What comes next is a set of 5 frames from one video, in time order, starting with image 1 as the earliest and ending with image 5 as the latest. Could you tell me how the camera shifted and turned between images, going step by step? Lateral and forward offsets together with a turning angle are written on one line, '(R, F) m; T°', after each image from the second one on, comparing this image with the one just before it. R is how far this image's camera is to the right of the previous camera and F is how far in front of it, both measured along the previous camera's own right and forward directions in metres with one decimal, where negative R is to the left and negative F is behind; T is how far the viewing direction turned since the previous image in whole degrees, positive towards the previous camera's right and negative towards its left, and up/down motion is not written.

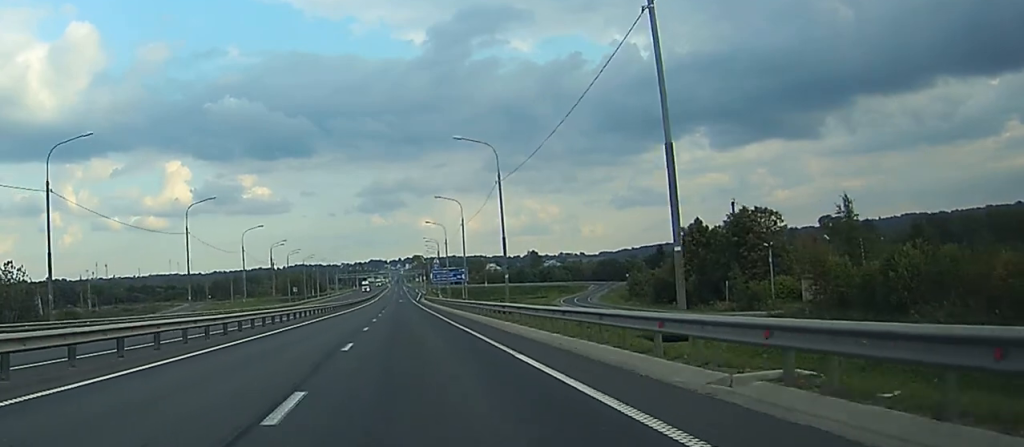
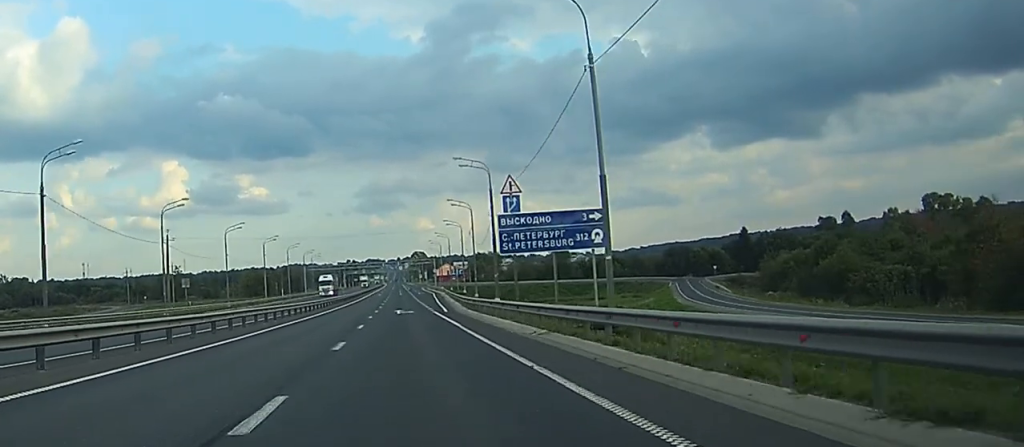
(-0.1, +95.7) m; 0°
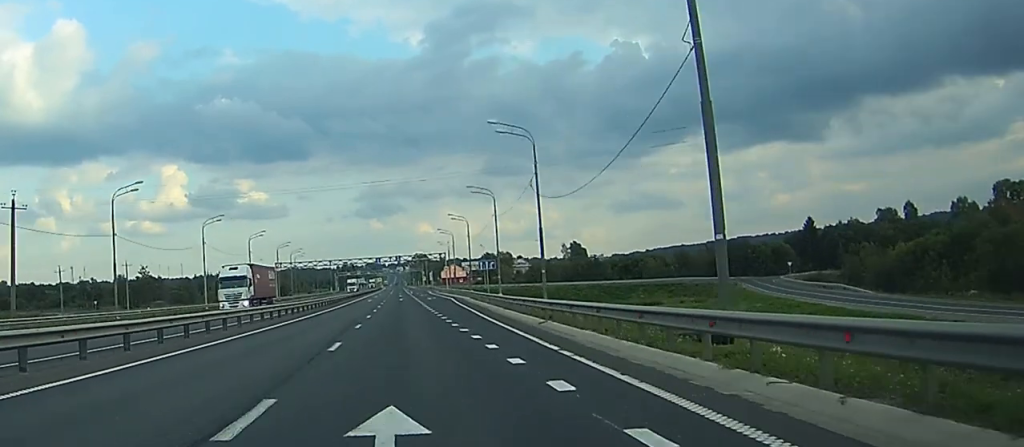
(0.0, +49.0) m; 0°
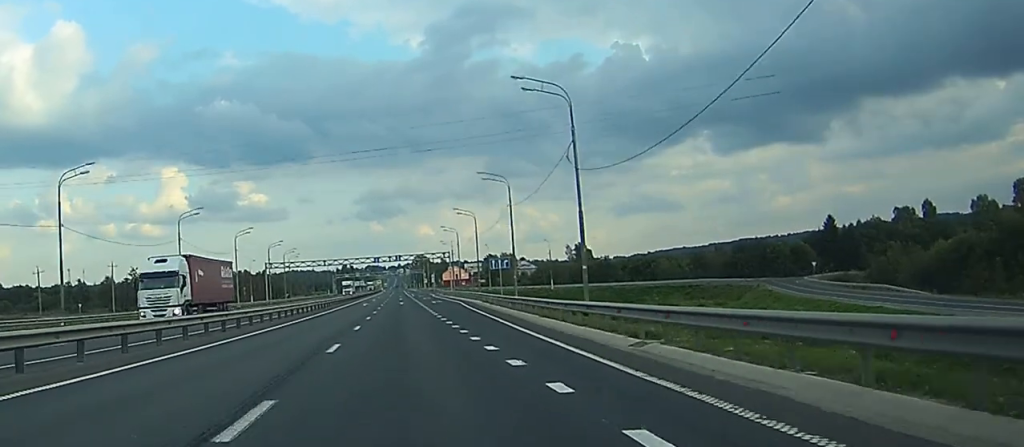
(0.0, +12.1) m; 0°
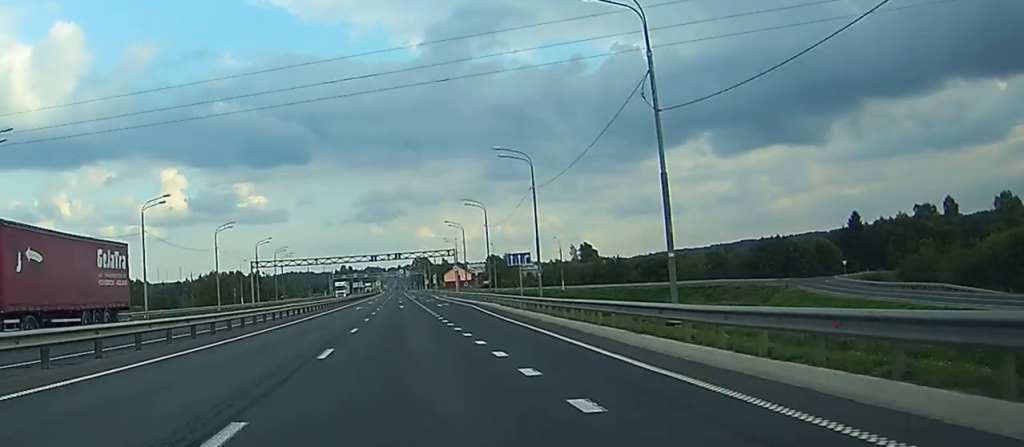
(0.0, +13.8) m; 0°
